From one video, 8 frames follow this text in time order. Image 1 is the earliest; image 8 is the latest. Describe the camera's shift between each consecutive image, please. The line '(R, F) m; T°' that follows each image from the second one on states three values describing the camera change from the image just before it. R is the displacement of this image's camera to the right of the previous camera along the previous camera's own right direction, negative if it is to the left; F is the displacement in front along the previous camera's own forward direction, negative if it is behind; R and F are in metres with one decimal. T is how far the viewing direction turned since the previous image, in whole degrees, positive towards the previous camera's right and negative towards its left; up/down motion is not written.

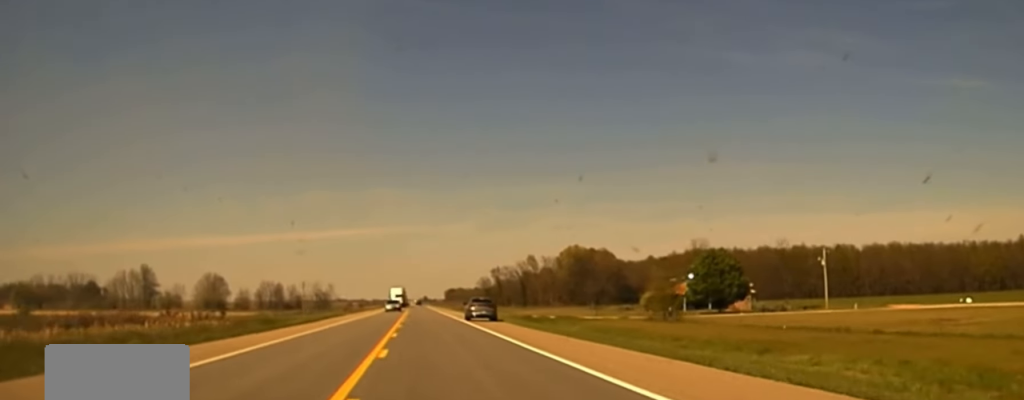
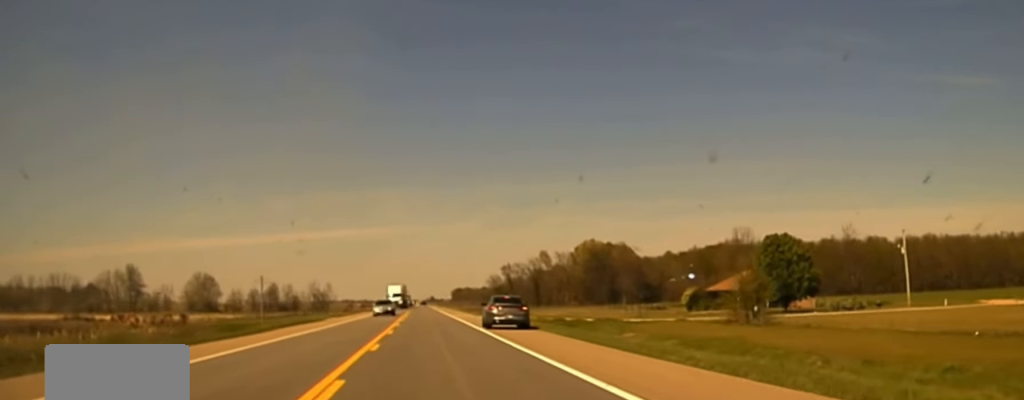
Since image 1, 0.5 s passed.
(+0.1, +22.6) m; 0°
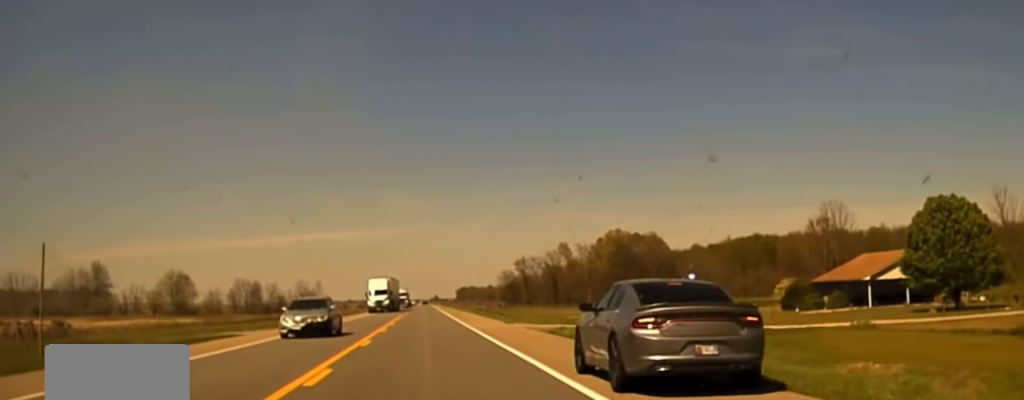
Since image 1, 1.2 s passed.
(-0.3, +34.1) m; 0°
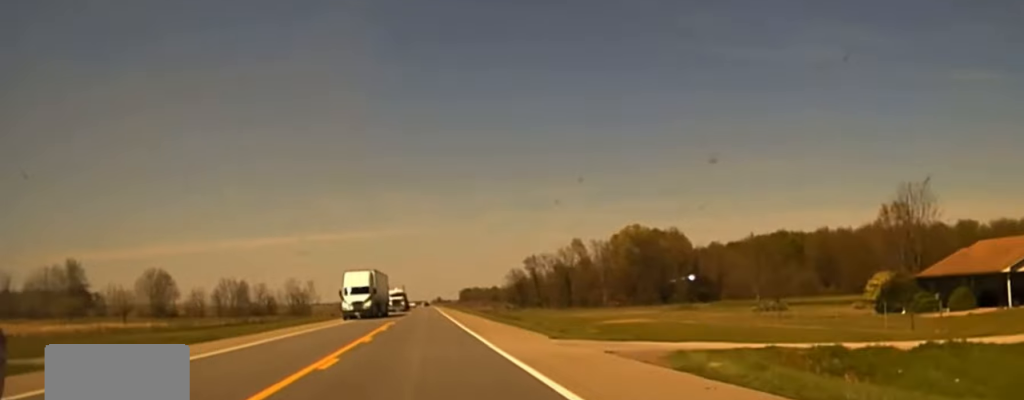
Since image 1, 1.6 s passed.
(-0.1, +19.9) m; 0°
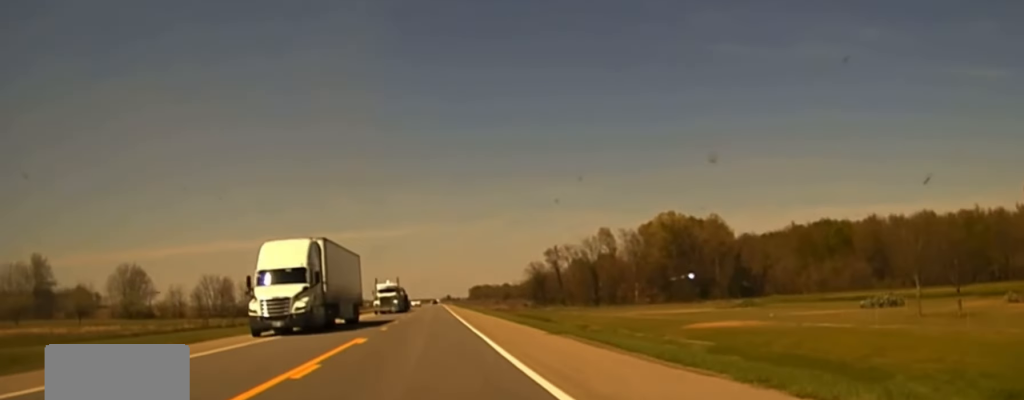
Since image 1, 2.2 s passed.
(0.0, +27.5) m; 0°
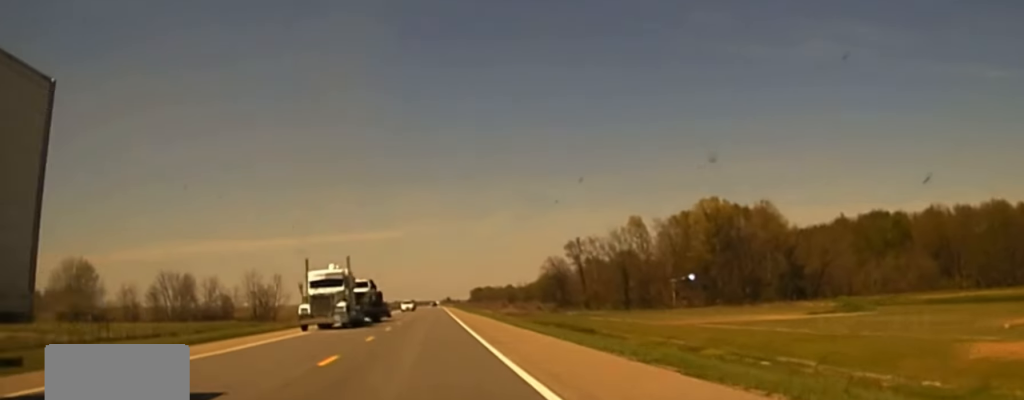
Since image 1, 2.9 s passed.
(-0.1, +31.3) m; 0°
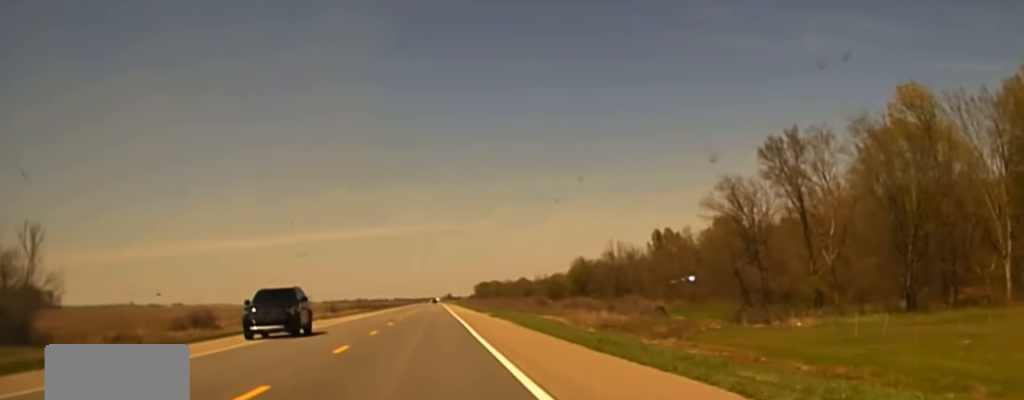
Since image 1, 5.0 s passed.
(+0.2, +98.5) m; 0°
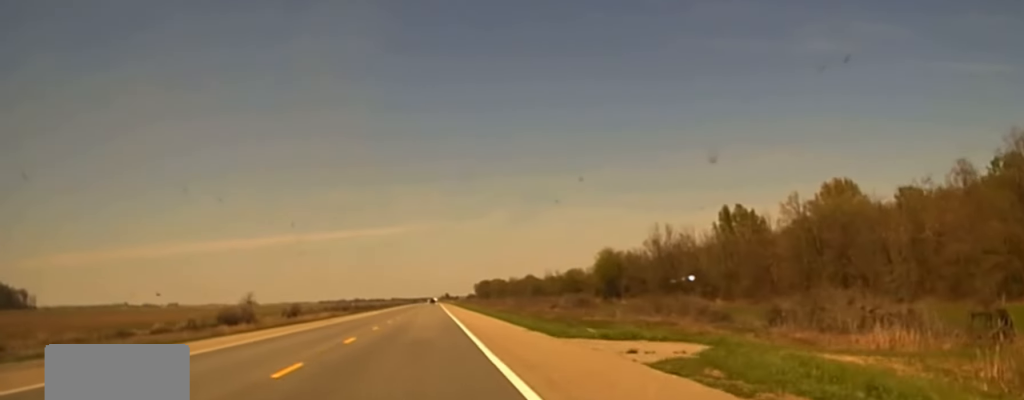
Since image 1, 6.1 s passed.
(0.0, +58.1) m; 0°
